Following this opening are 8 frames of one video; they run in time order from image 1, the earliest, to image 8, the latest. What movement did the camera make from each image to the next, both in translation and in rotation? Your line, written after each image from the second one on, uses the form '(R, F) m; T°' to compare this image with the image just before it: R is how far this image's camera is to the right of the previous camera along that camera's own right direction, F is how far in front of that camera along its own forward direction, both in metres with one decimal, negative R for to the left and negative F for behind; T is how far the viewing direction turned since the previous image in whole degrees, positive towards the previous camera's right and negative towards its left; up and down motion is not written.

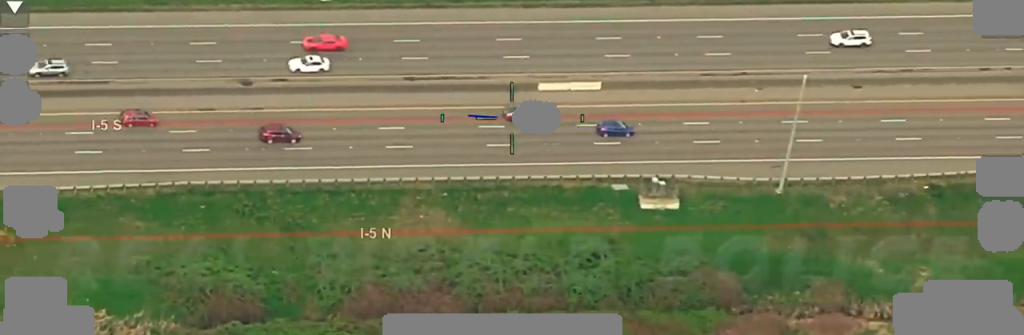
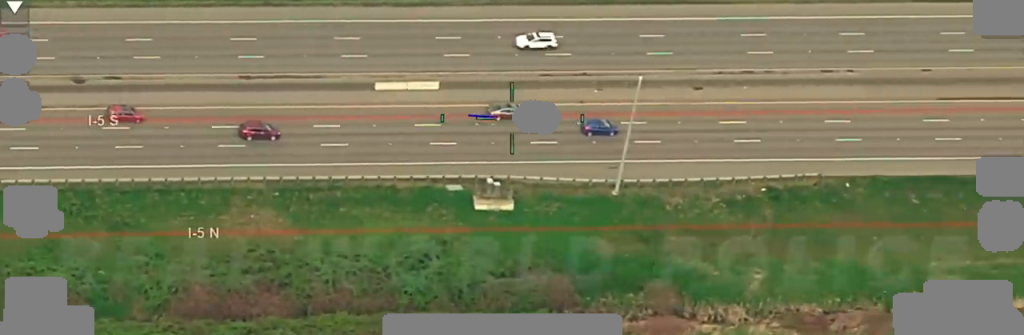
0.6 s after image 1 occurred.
(-0.3, +18.8) m; -1°
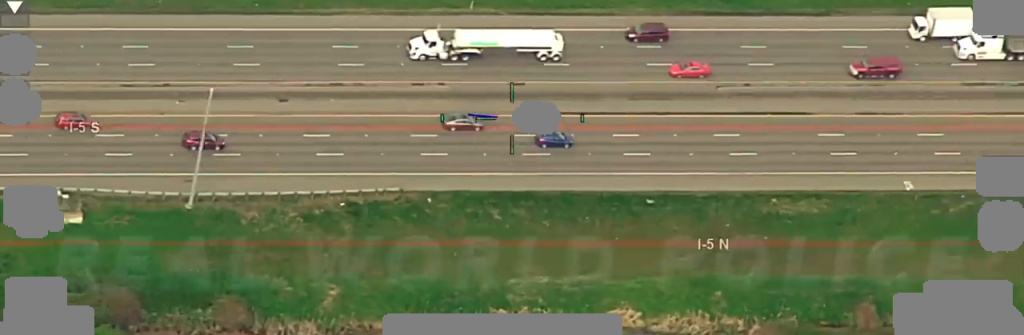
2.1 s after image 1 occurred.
(-0.4, +46.0) m; 0°
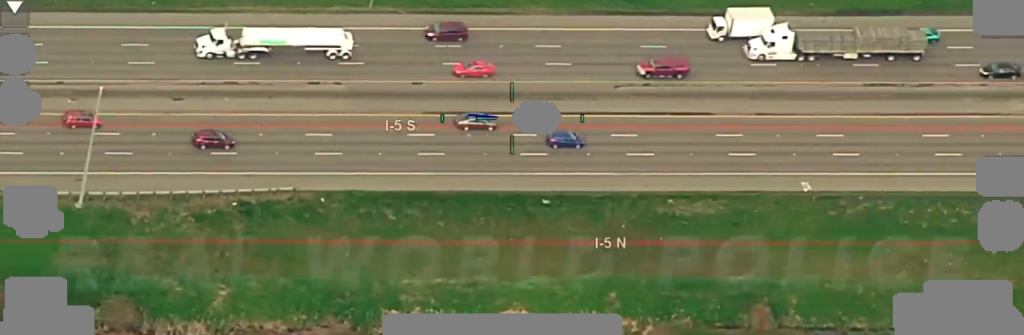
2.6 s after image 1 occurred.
(+0.1, +13.2) m; 0°
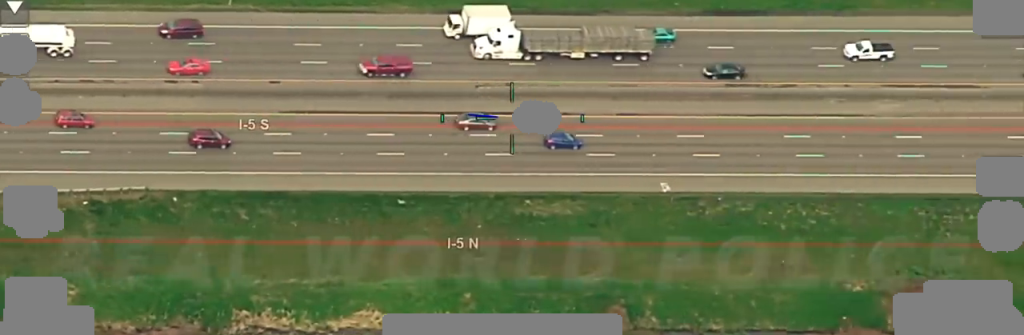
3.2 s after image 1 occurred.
(+0.1, +15.9) m; 0°
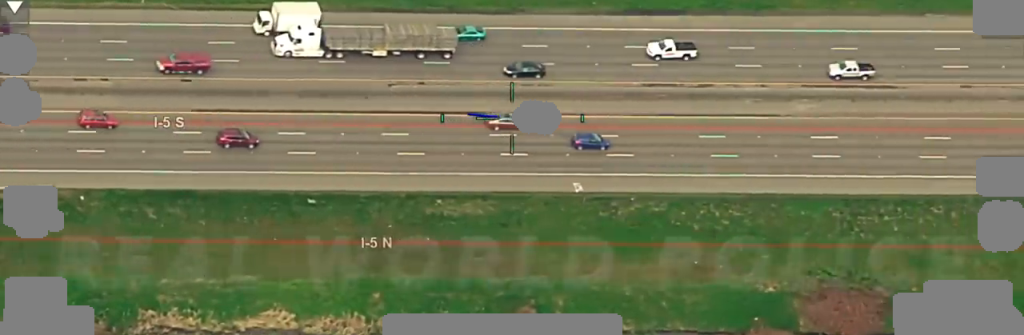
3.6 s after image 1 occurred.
(0.0, +13.0) m; 0°
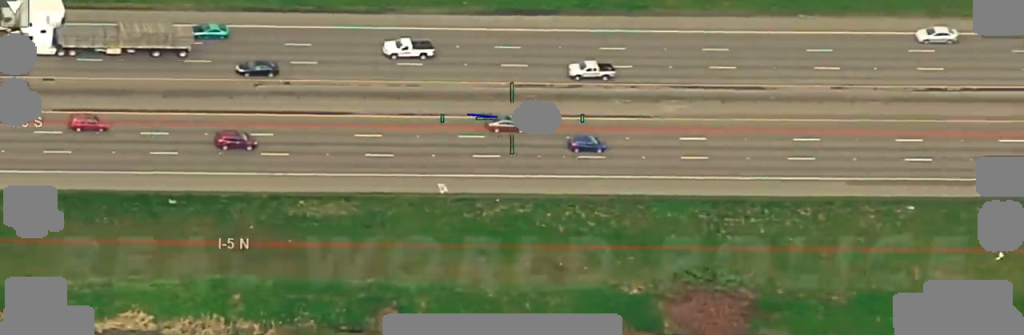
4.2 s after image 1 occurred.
(0.0, +14.9) m; 0°
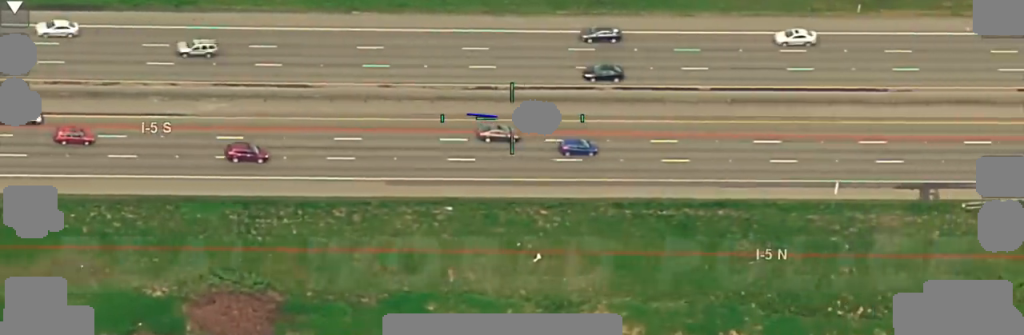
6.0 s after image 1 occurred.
(-0.4, +50.5) m; +4°
